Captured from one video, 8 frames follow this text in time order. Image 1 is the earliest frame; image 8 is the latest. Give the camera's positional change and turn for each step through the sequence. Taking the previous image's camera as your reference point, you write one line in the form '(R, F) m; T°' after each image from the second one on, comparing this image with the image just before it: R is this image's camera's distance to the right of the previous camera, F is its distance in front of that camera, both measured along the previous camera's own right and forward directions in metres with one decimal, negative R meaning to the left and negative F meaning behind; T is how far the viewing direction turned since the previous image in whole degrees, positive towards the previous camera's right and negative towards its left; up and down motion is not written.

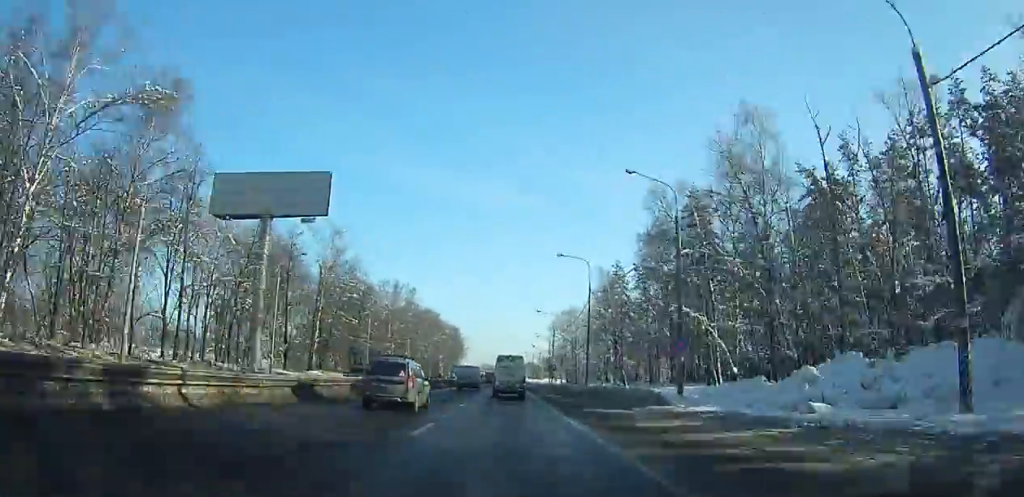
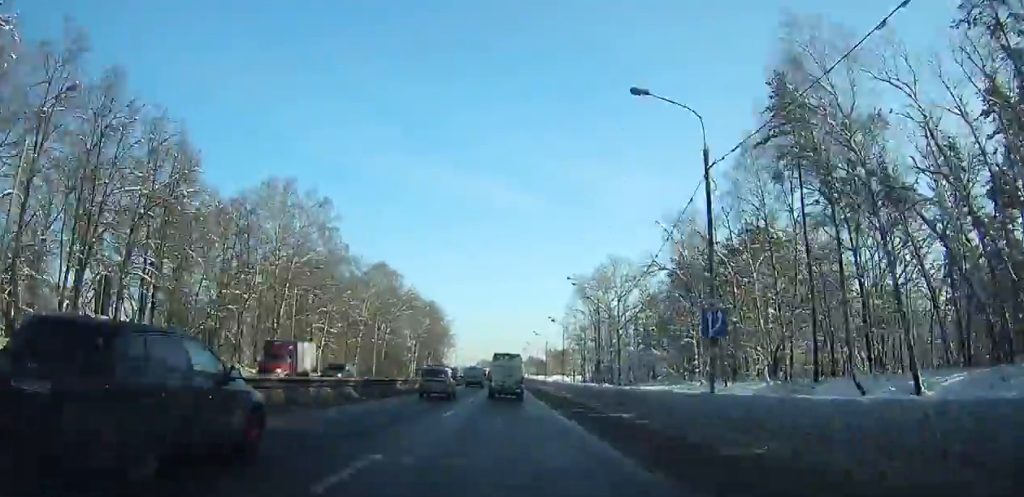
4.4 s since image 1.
(0.0, +61.0) m; 0°
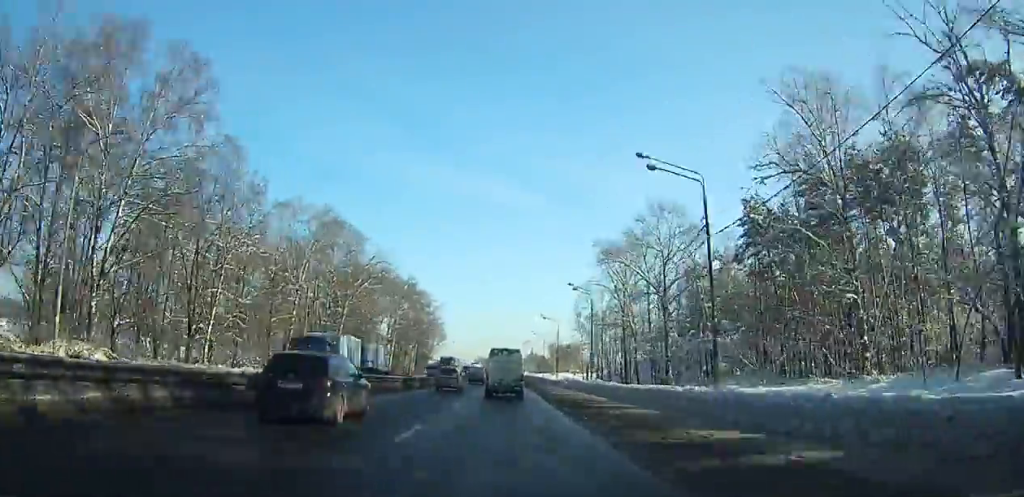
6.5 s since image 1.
(0.0, +29.3) m; 0°
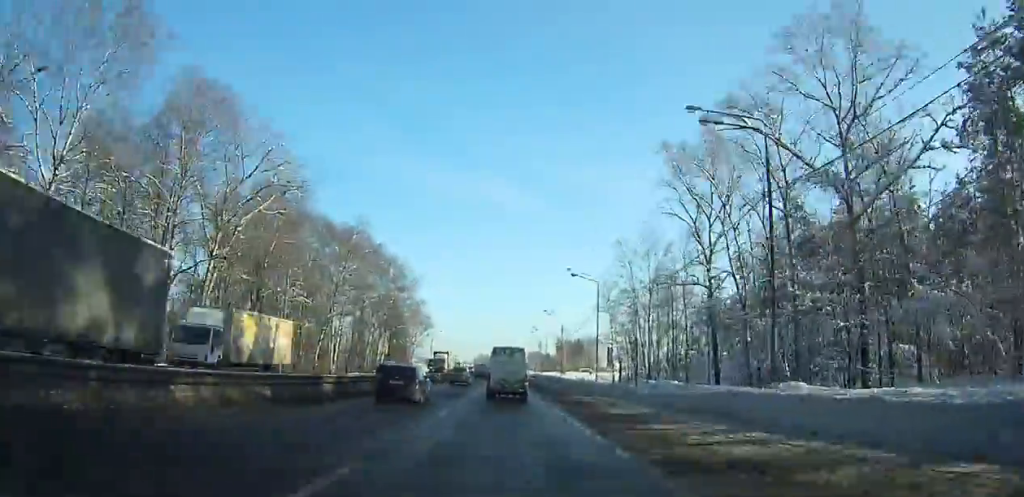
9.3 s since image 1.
(0.0, +40.4) m; 0°
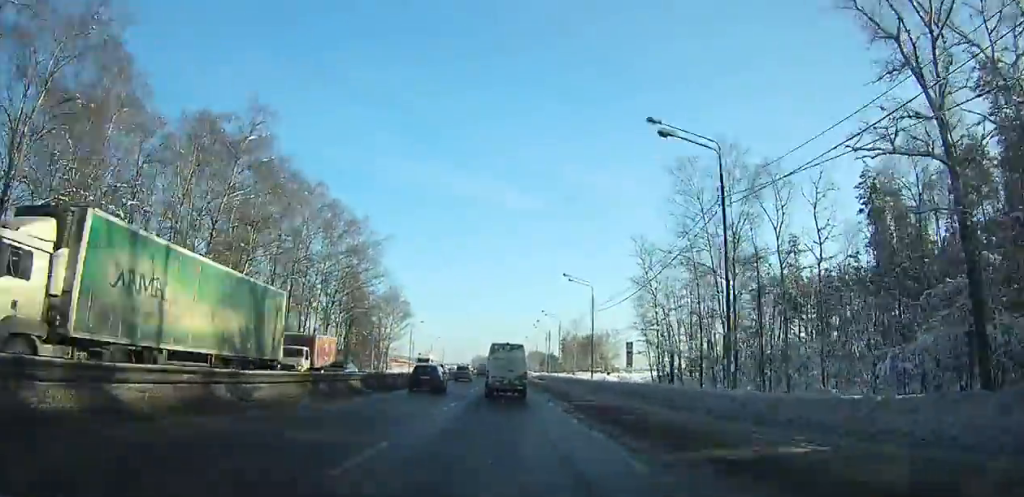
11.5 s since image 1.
(0.0, +32.7) m; 0°
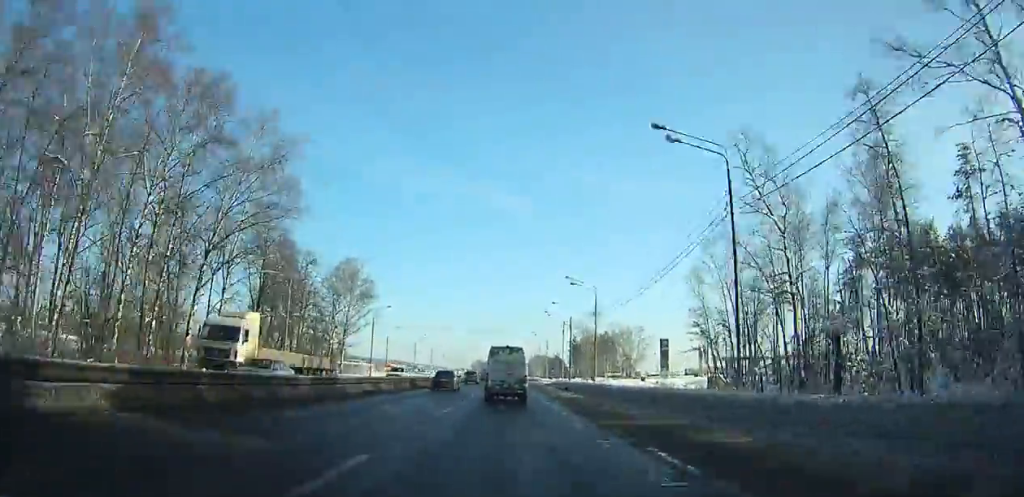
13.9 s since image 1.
(0.0, +36.4) m; 0°
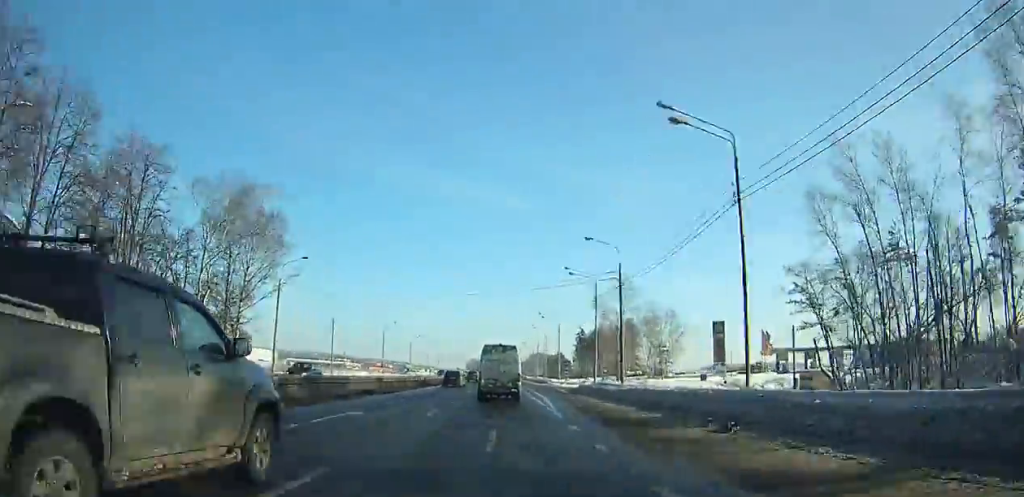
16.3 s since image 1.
(0.0, +37.0) m; 0°
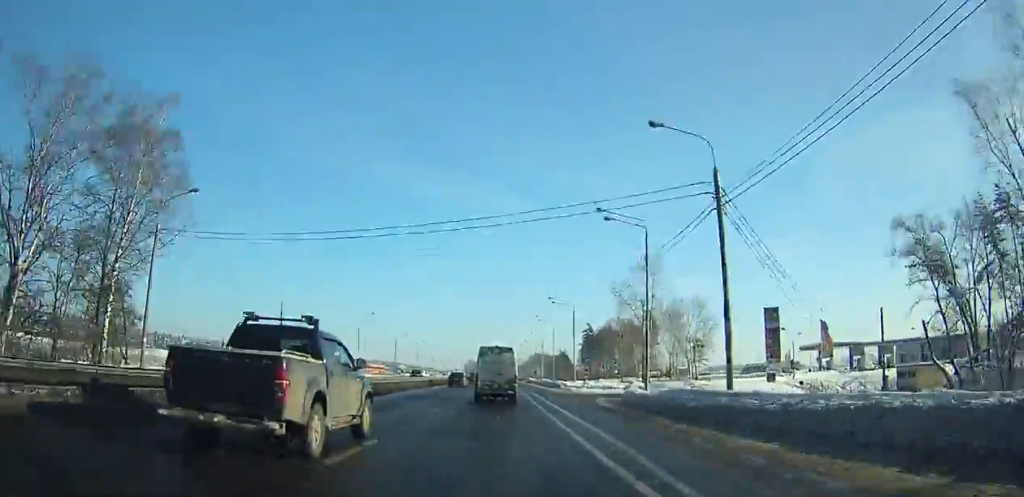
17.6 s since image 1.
(0.0, +20.3) m; 0°
